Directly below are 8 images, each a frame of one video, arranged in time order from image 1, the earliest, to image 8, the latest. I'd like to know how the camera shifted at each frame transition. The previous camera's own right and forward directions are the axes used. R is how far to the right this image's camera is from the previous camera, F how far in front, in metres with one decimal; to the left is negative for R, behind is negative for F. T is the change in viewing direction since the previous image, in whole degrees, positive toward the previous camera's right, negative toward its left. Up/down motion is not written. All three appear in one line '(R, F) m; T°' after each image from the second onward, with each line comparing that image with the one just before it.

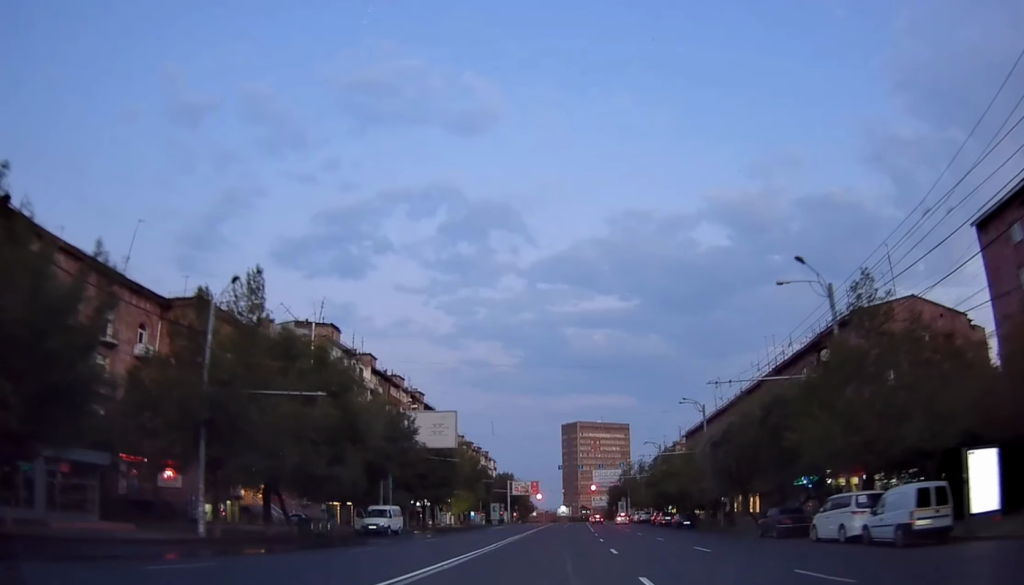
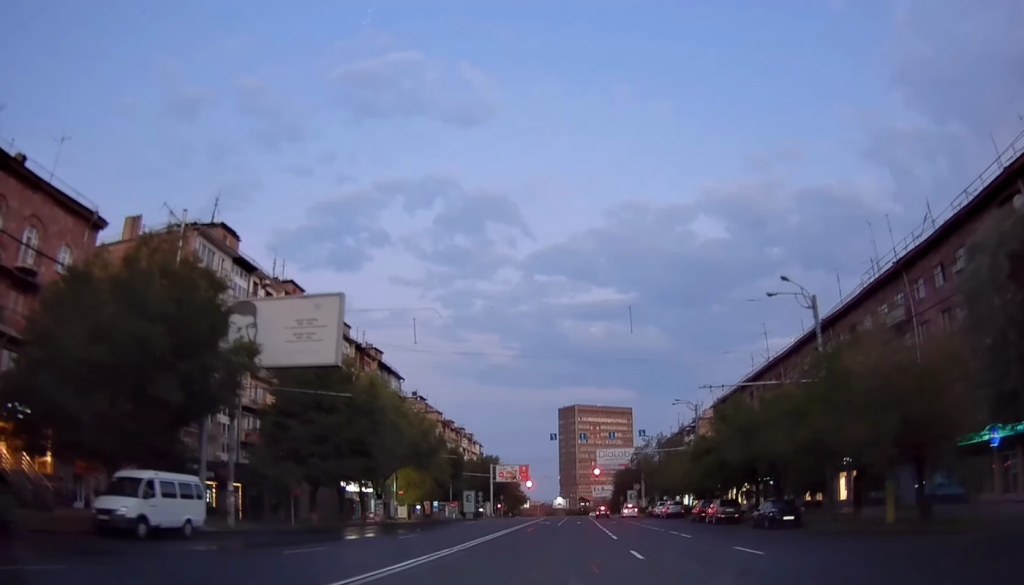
(+1.3, +30.5) m; +2°
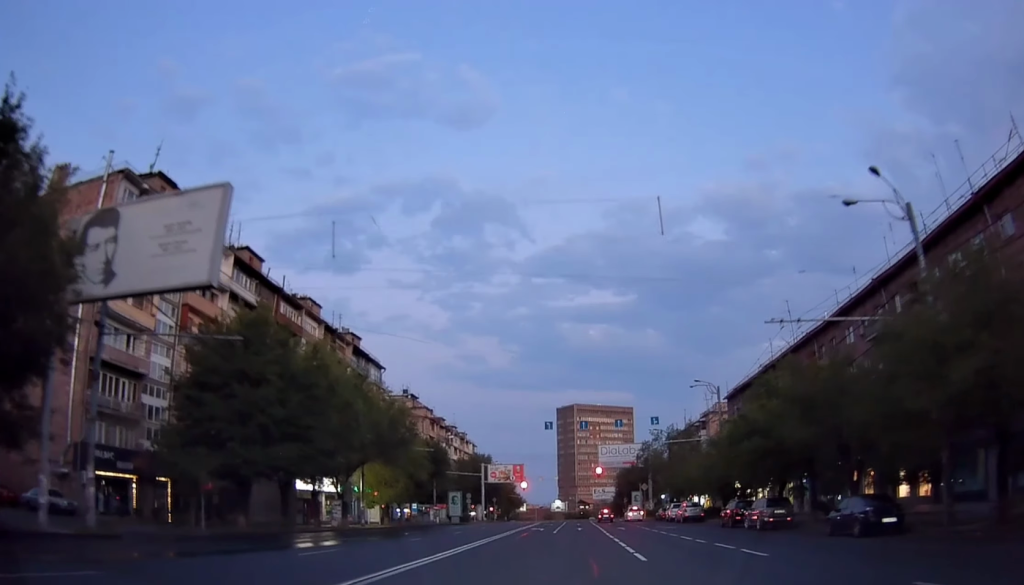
(-0.1, +11.4) m; -2°
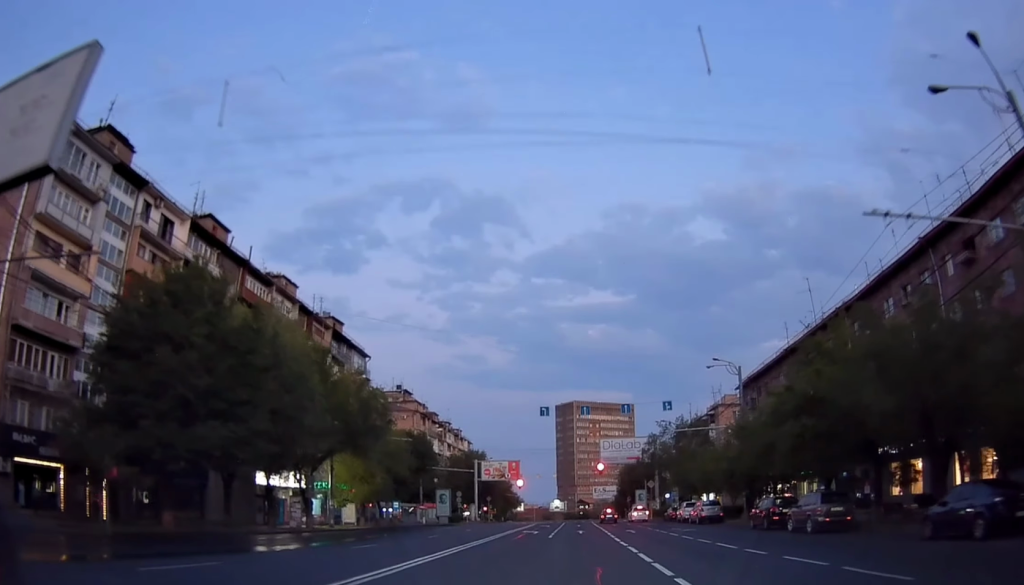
(-0.4, +7.9) m; 0°
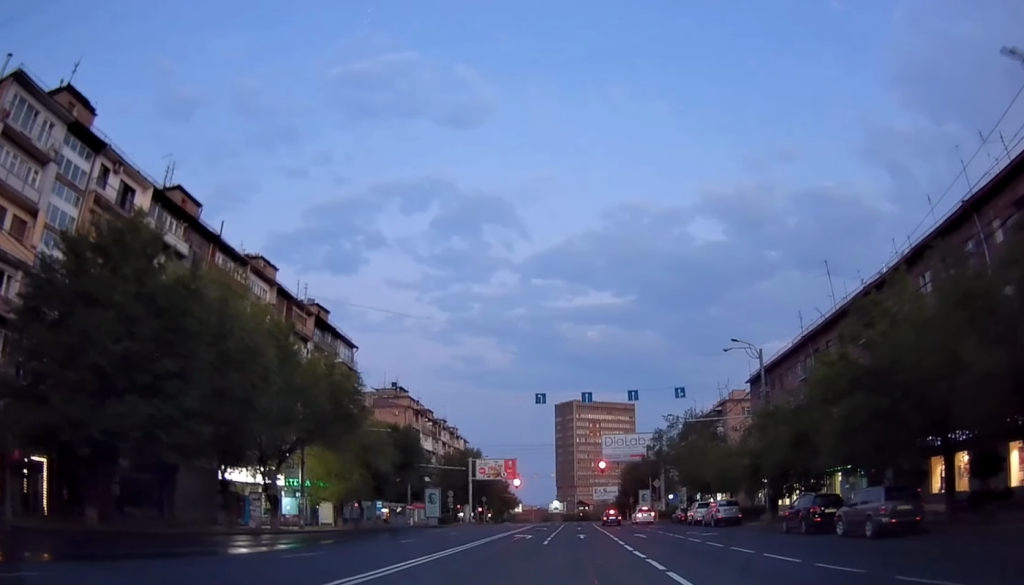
(+0.3, +5.8) m; +2°
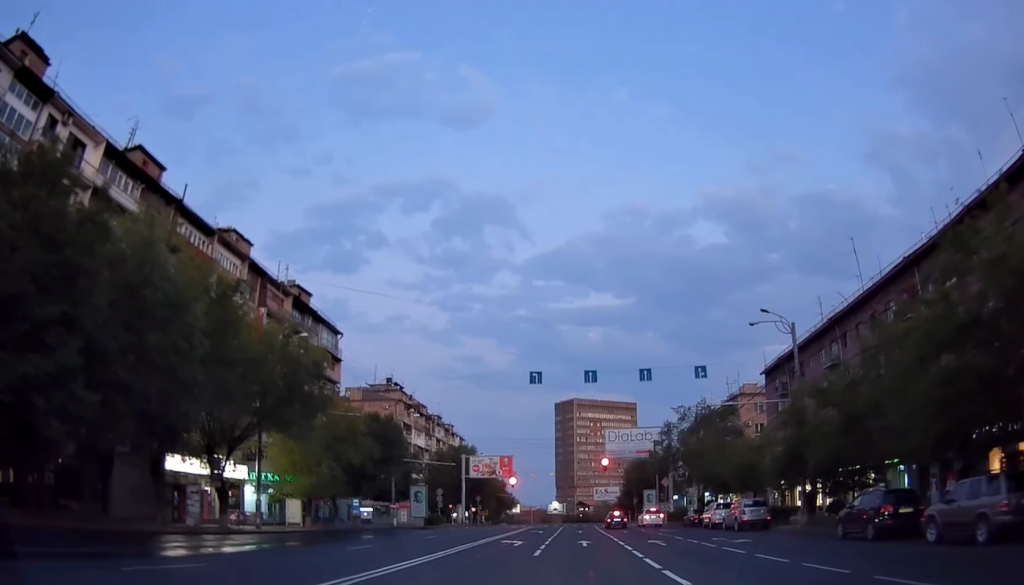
(+0.2, +6.9) m; +2°
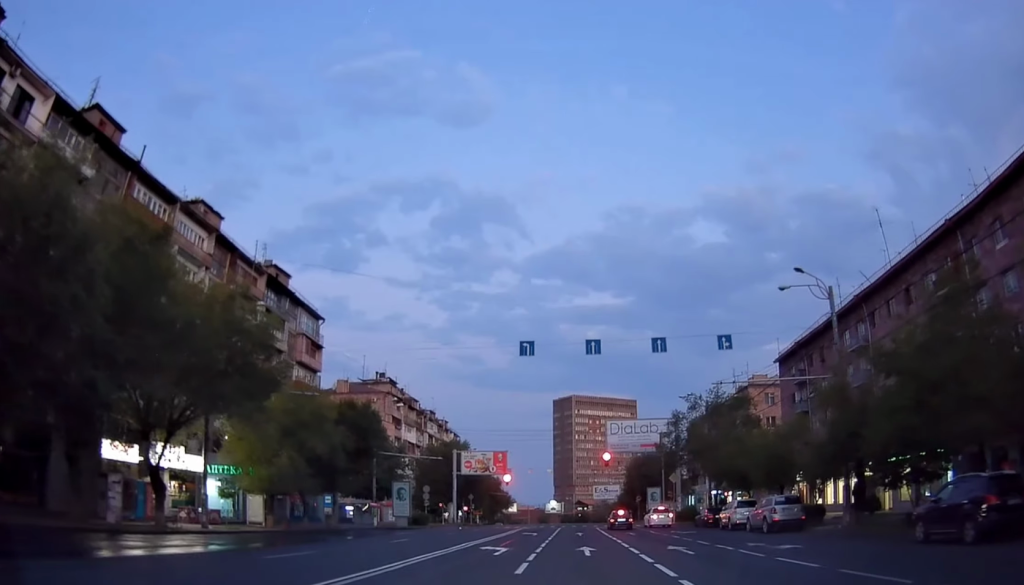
(0.0, +6.6) m; +1°
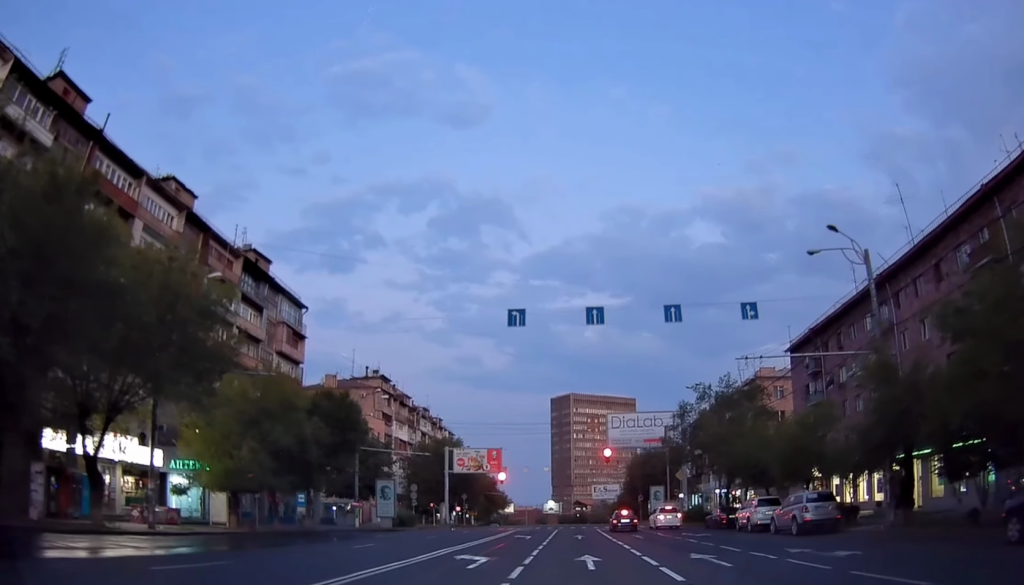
(+0.1, +4.7) m; +1°
